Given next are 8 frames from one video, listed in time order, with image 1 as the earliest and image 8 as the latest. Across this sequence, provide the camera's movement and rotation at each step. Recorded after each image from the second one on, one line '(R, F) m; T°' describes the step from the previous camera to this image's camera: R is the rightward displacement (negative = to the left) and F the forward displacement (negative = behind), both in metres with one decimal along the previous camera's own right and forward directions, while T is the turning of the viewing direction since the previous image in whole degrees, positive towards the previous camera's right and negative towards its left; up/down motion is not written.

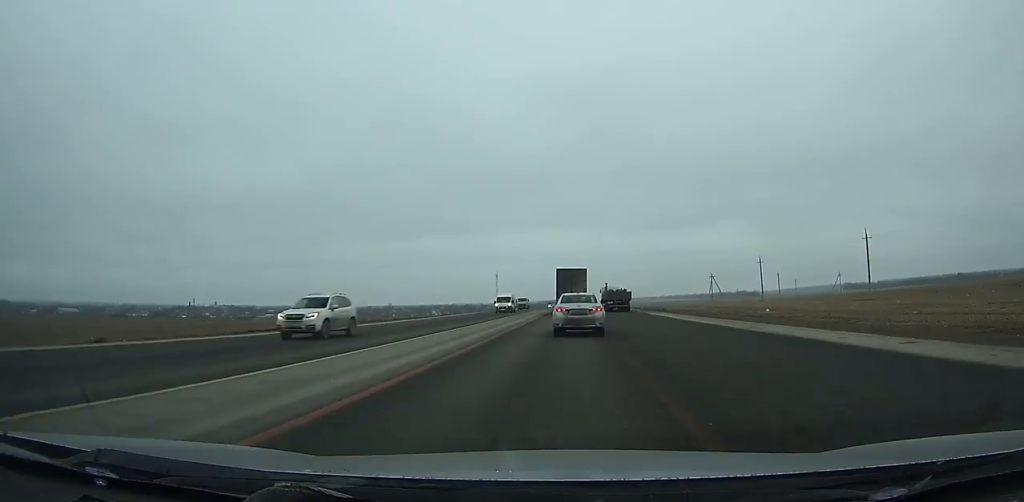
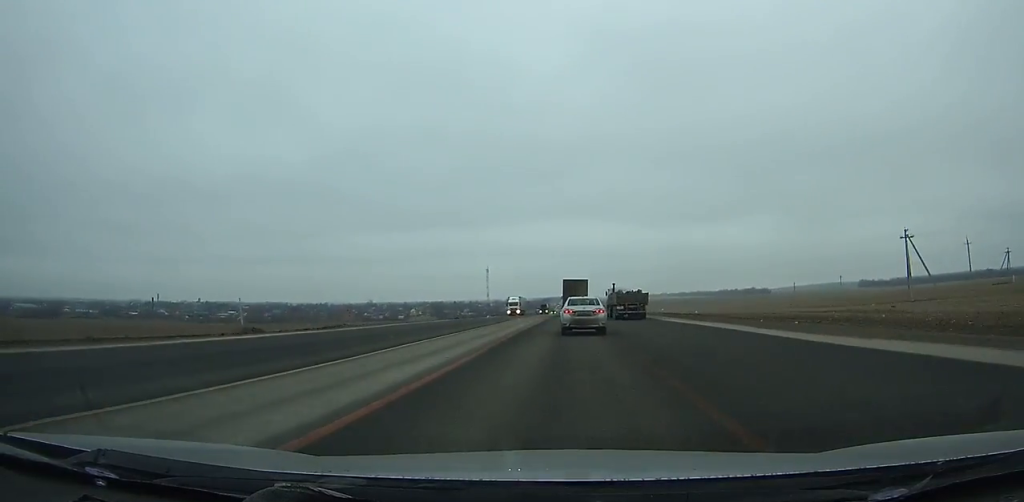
(+0.1, +101.5) m; 0°
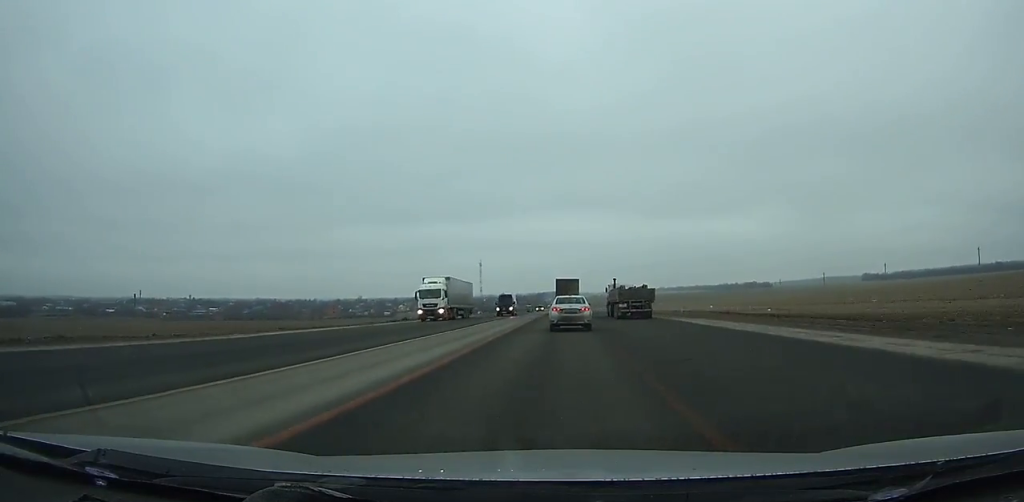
(+0.3, +38.1) m; 0°
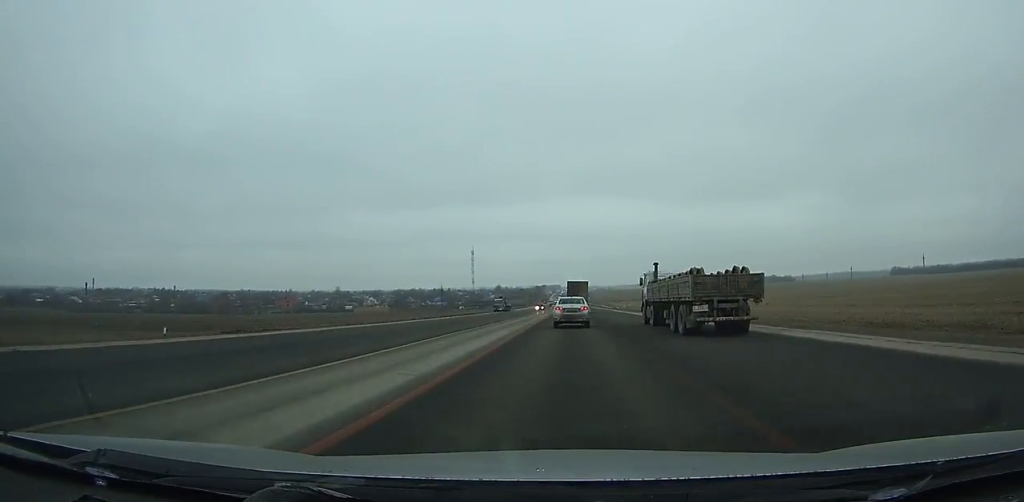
(-0.3, +120.8) m; 0°
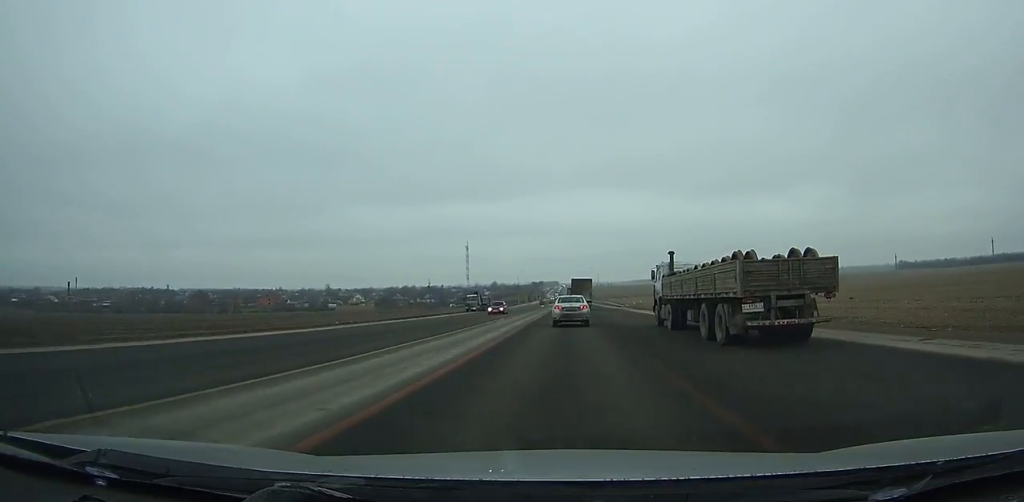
(0.0, +32.6) m; 0°
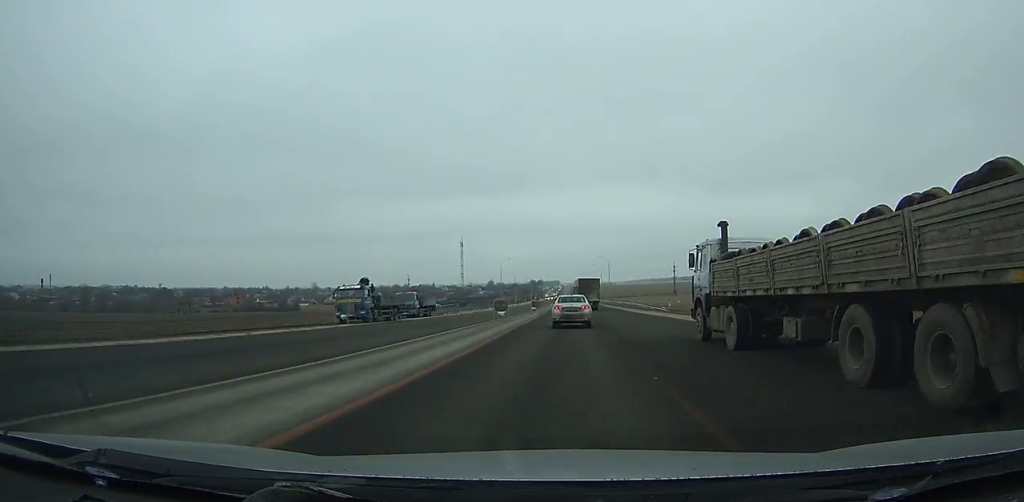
(0.0, +54.5) m; 0°
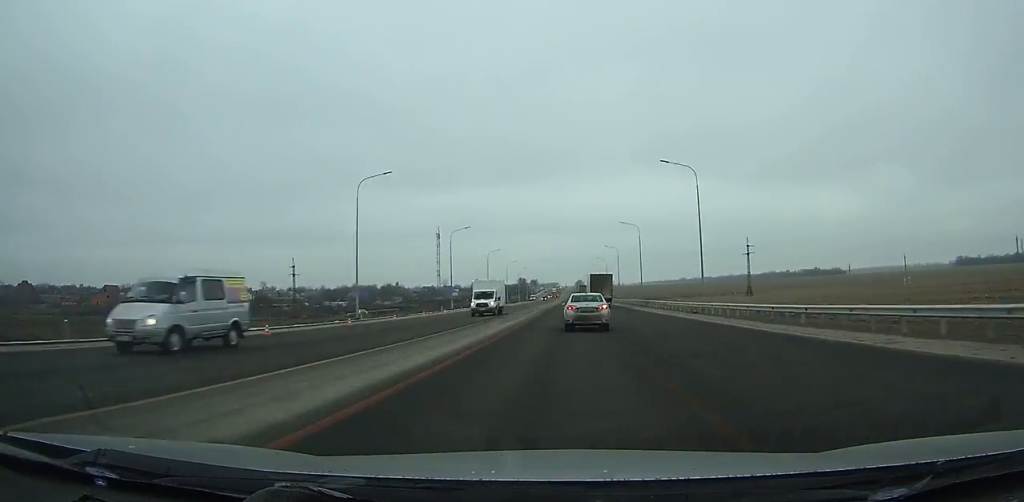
(-0.6, +147.0) m; 0°
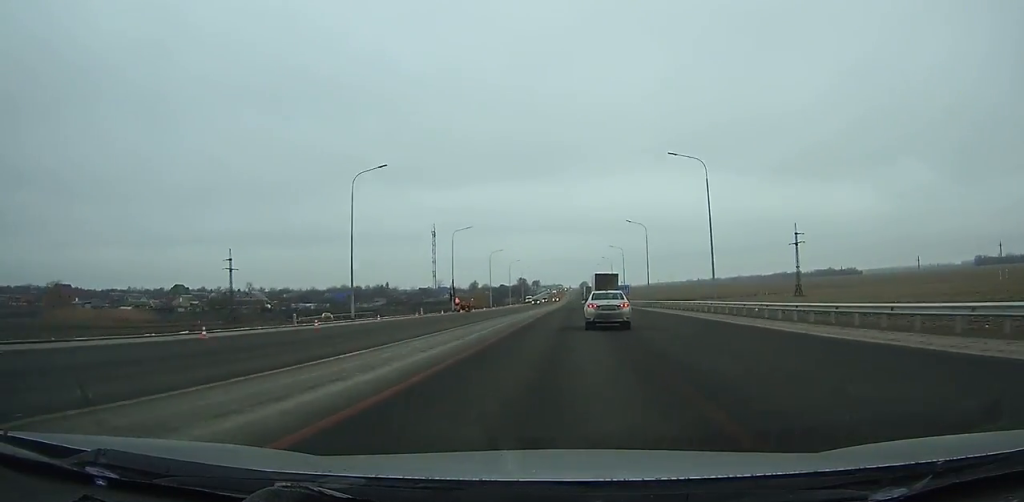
(0.0, +41.8) m; 0°
